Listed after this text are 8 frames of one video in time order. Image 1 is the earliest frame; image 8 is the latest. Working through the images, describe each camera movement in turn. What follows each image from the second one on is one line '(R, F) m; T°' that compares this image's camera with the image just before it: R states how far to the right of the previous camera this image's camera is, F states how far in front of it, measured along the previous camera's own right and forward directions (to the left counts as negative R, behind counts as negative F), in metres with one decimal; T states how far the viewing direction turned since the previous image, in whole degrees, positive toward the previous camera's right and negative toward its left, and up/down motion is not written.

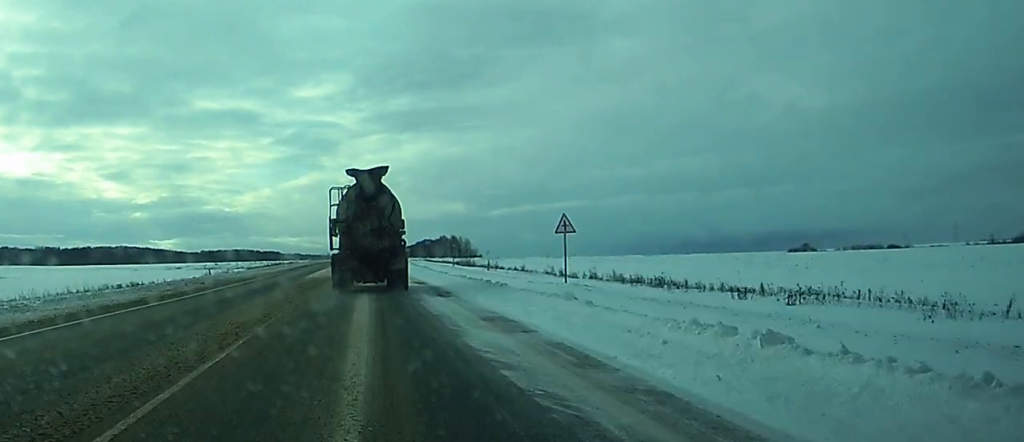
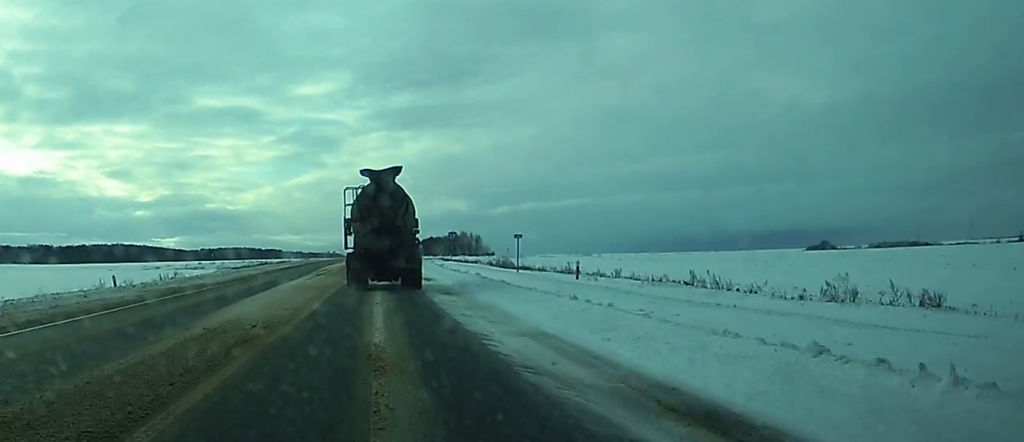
(+0.2, +31.0) m; 0°
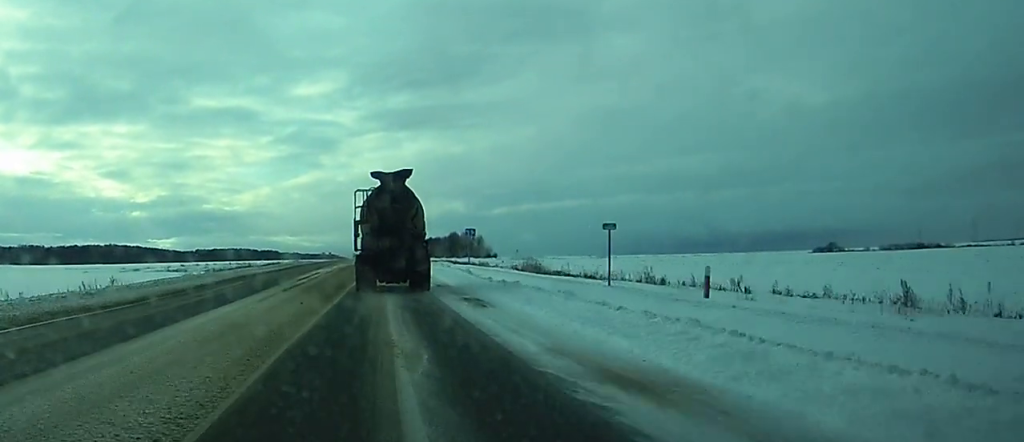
(-0.1, +17.9) m; 0°
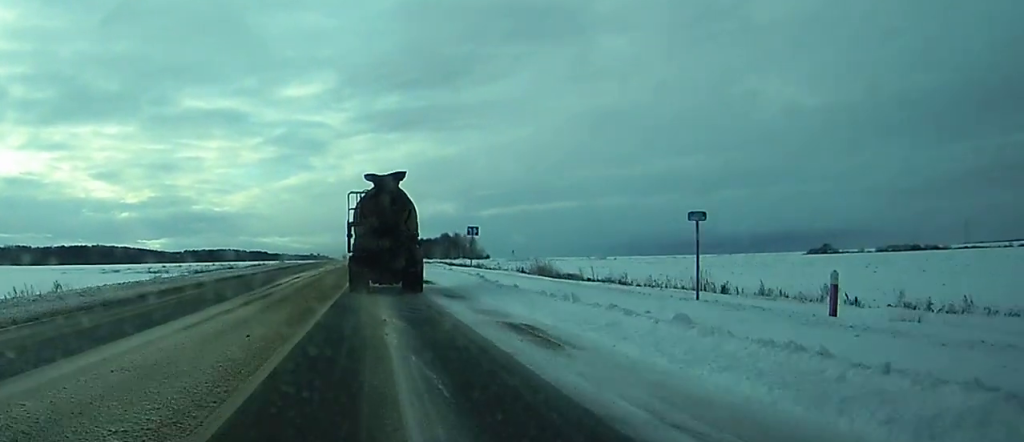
(0.0, +8.7) m; 0°
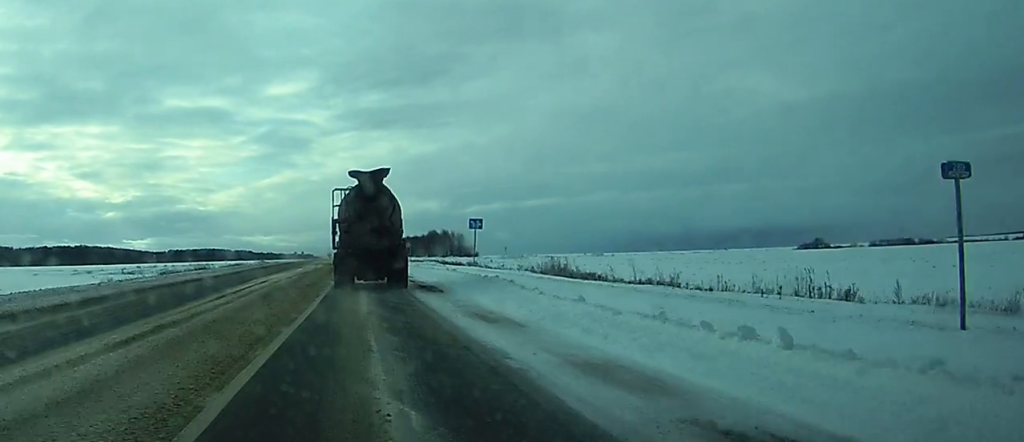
(+0.1, +10.3) m; 0°
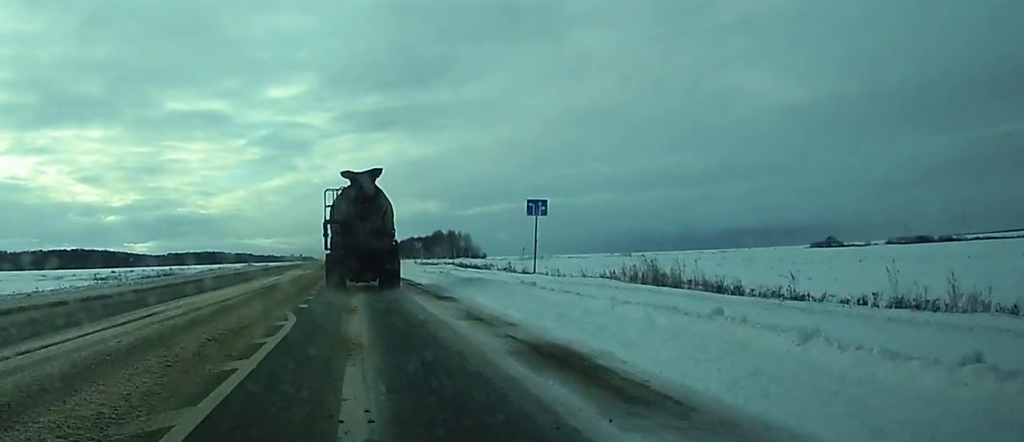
(0.0, +20.1) m; 0°
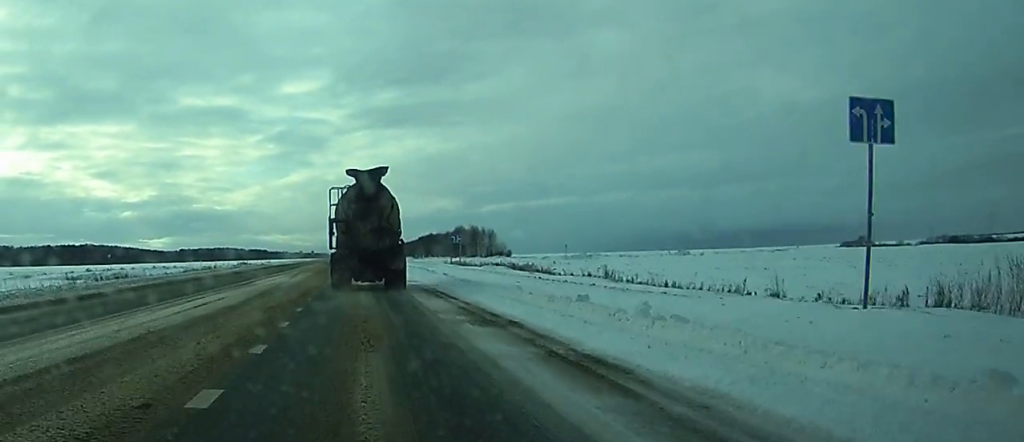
(0.0, +24.6) m; 0°
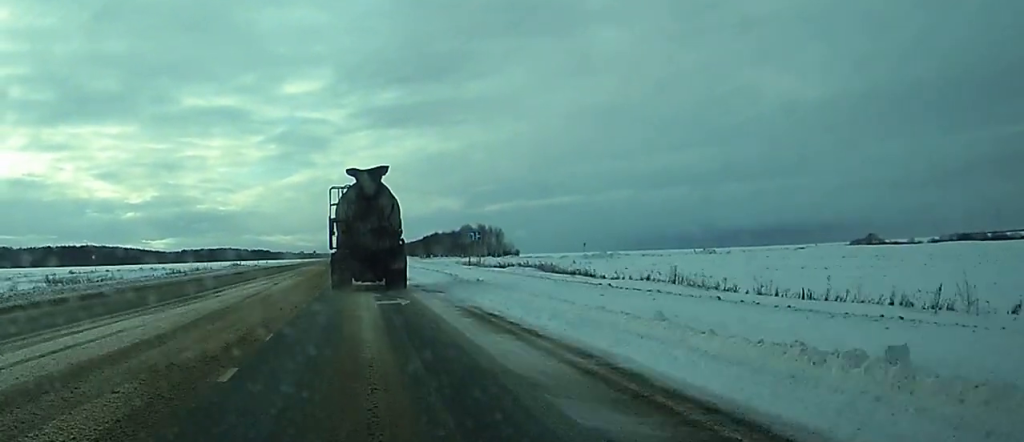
(0.0, +10.5) m; 0°
